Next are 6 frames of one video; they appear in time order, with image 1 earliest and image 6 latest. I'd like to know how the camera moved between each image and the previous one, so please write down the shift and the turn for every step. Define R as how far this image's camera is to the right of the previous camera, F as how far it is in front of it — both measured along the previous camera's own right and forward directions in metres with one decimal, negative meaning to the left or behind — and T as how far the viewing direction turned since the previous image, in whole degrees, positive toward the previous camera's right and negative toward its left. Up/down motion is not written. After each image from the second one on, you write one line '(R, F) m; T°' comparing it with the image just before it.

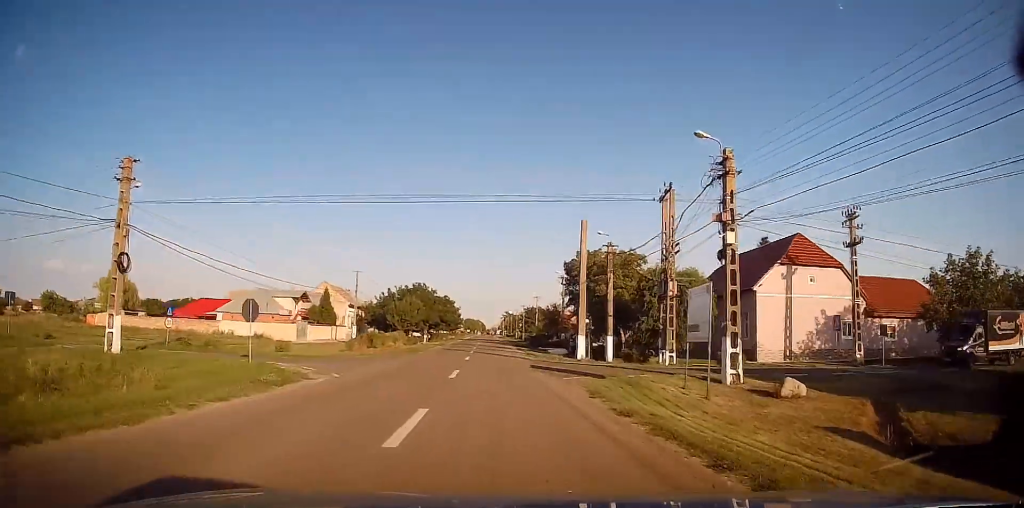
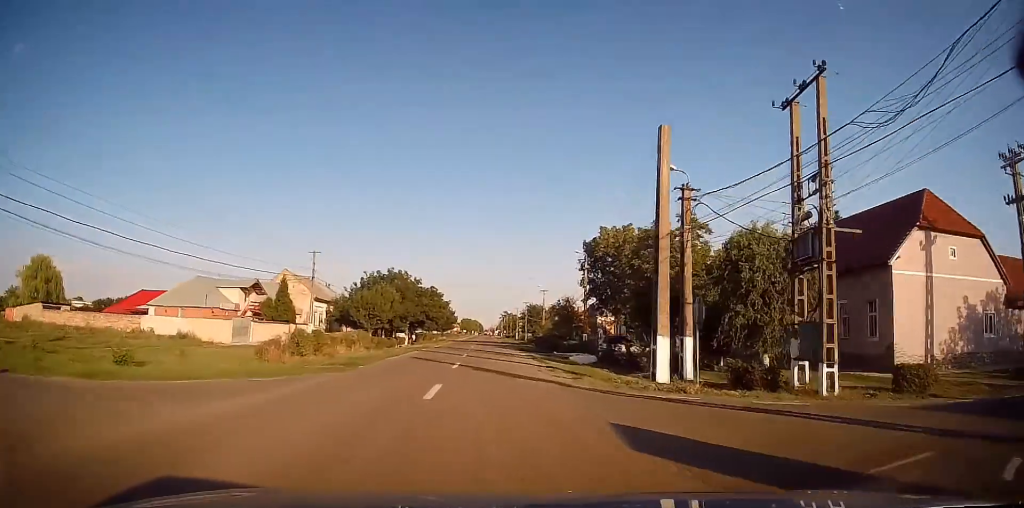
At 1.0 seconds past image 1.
(+0.4, +15.0) m; 0°
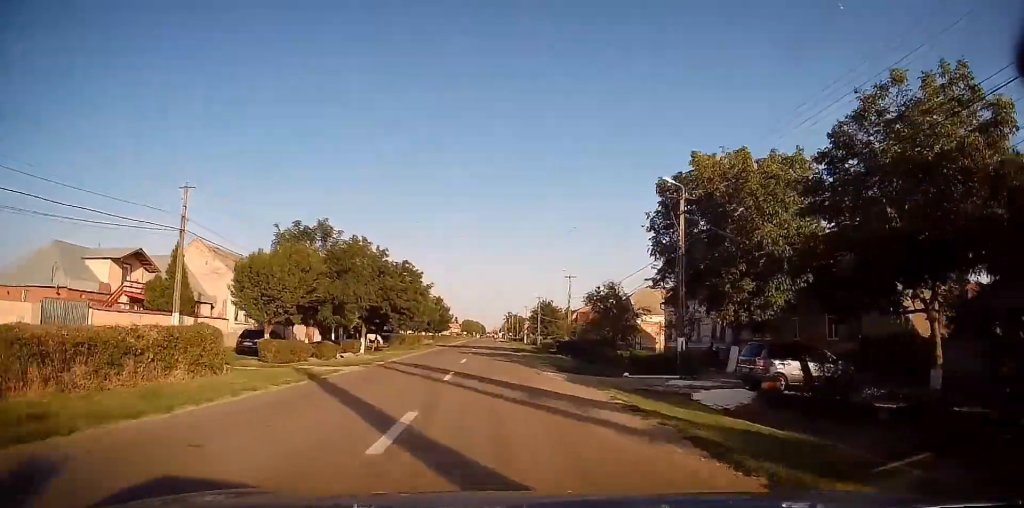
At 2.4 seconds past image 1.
(-0.5, +22.1) m; -2°
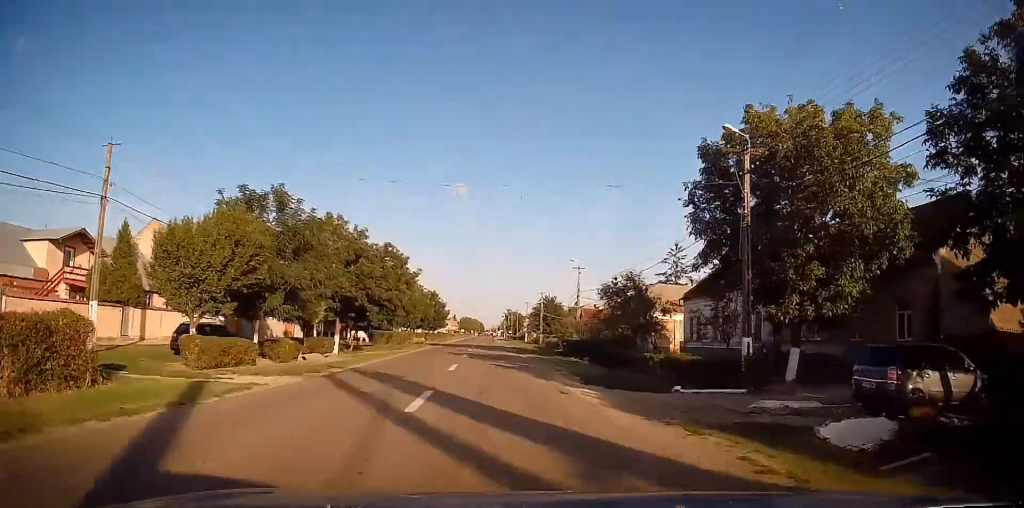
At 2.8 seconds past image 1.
(0.0, +6.2) m; 0°
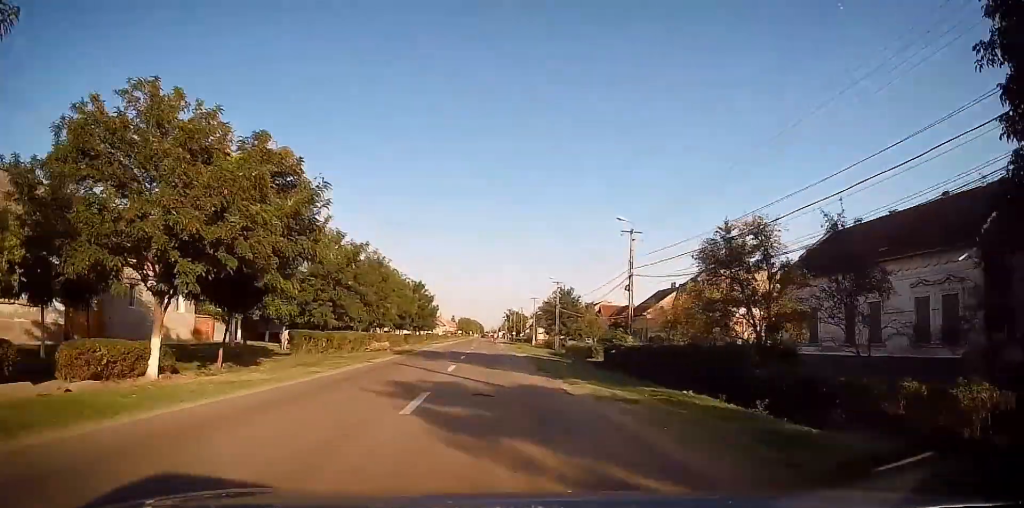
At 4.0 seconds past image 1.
(0.0, +18.3) m; 0°
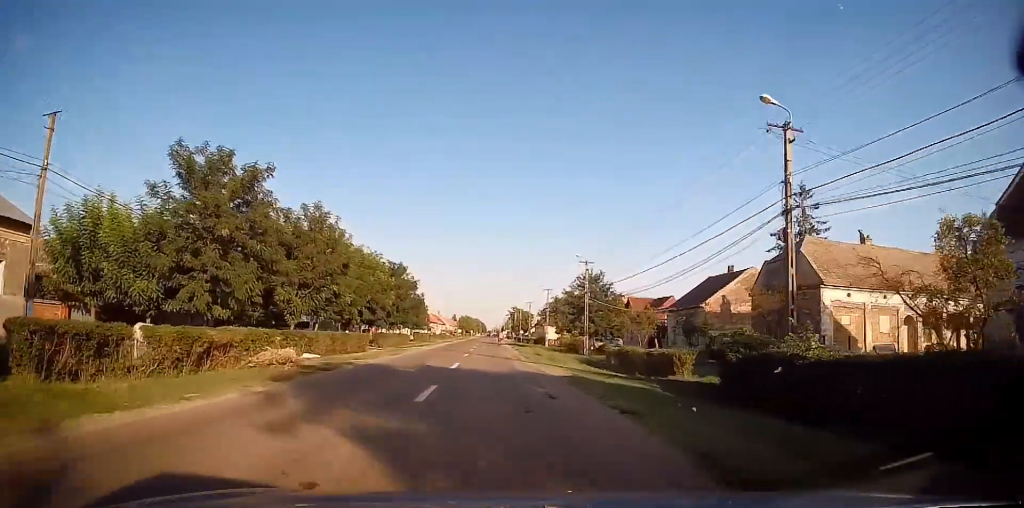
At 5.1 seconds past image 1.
(+0.1, +16.9) m; -1°
